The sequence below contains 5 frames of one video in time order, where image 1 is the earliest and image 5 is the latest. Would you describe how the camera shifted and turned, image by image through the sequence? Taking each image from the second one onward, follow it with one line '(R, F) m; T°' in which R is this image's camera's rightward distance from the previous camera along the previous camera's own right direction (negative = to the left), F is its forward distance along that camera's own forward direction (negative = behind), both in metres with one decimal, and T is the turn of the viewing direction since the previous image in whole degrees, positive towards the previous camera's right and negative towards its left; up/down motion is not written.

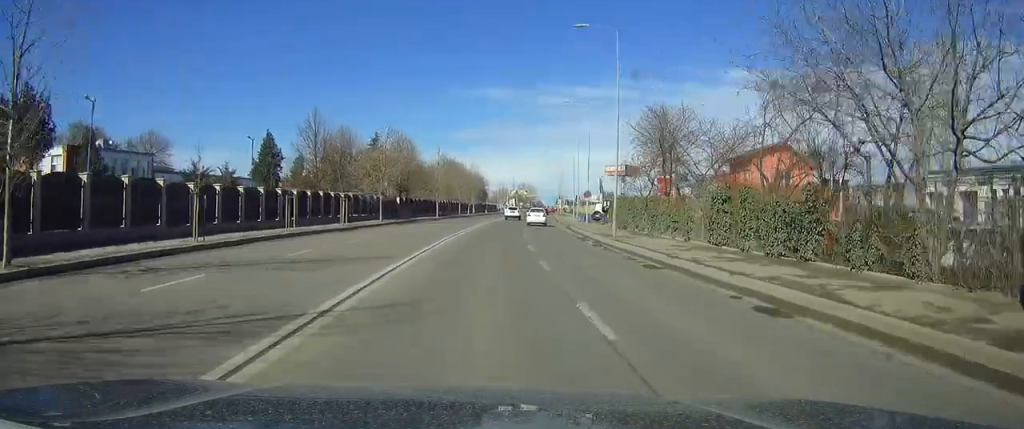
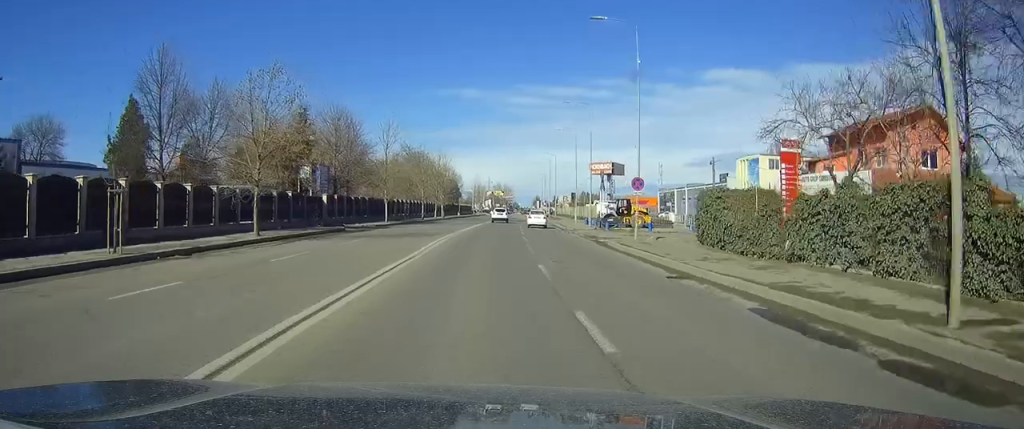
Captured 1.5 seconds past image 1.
(+0.3, +28.1) m; +2°
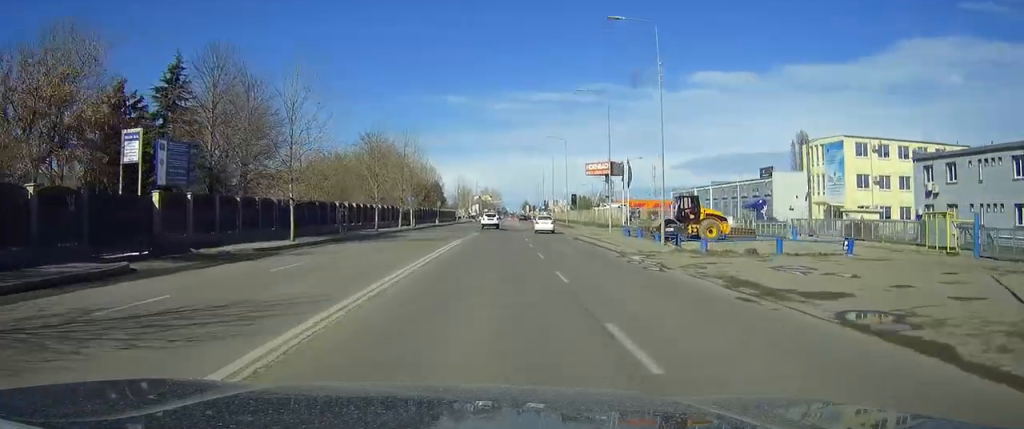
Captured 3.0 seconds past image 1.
(+0.4, +28.4) m; +1°
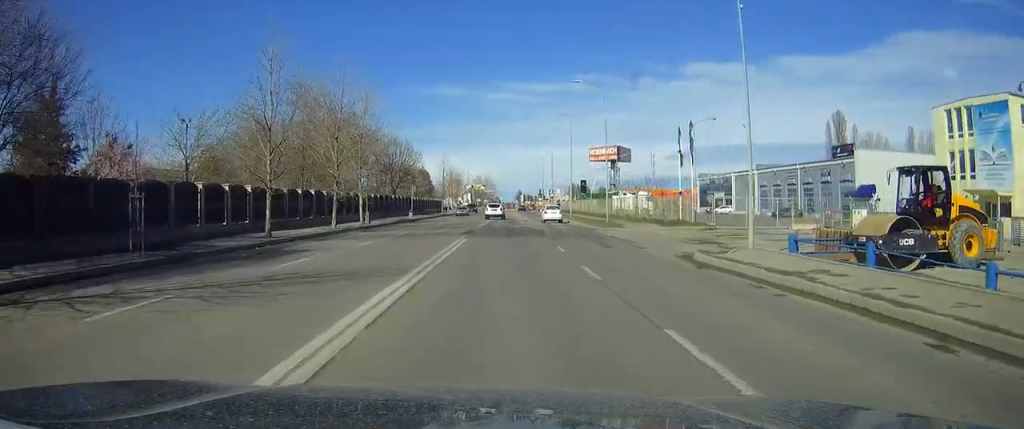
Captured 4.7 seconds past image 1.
(+0.1, +29.2) m; +1°
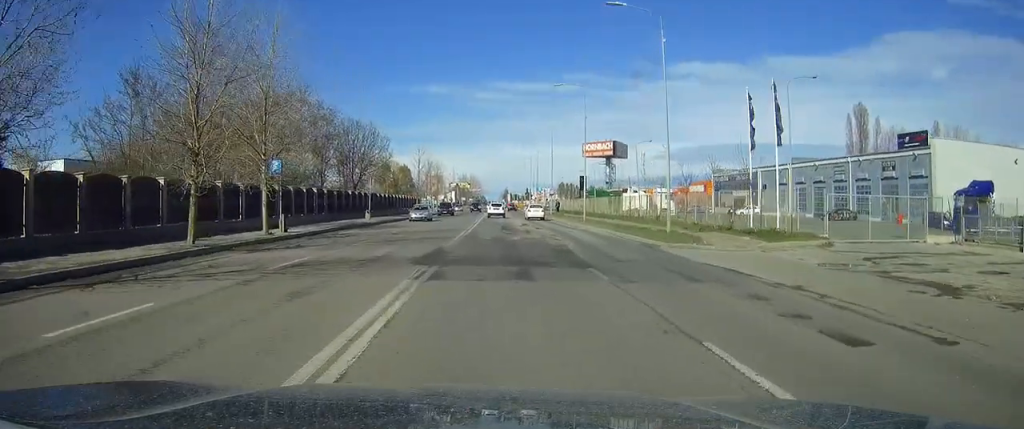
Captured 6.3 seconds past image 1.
(+0.2, +20.3) m; +1°
